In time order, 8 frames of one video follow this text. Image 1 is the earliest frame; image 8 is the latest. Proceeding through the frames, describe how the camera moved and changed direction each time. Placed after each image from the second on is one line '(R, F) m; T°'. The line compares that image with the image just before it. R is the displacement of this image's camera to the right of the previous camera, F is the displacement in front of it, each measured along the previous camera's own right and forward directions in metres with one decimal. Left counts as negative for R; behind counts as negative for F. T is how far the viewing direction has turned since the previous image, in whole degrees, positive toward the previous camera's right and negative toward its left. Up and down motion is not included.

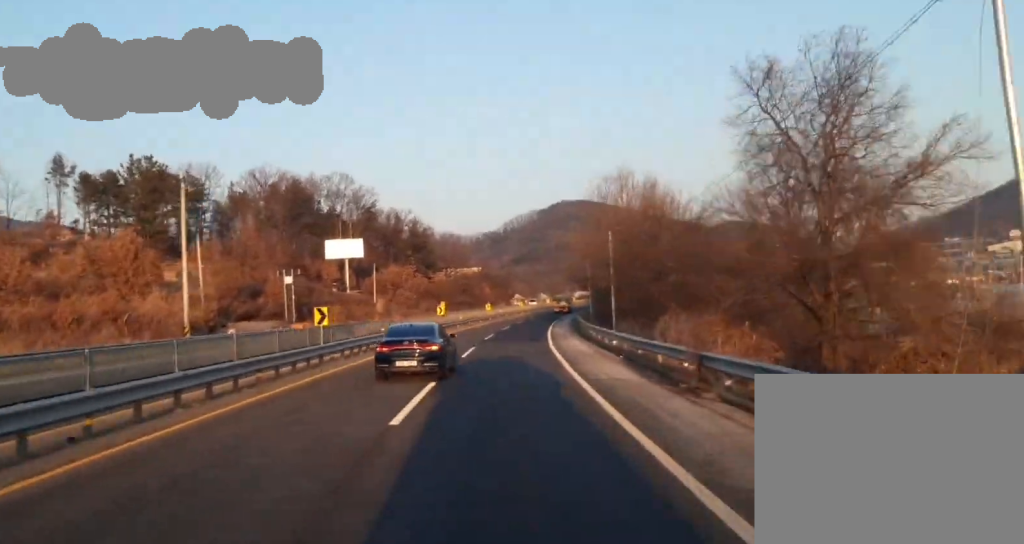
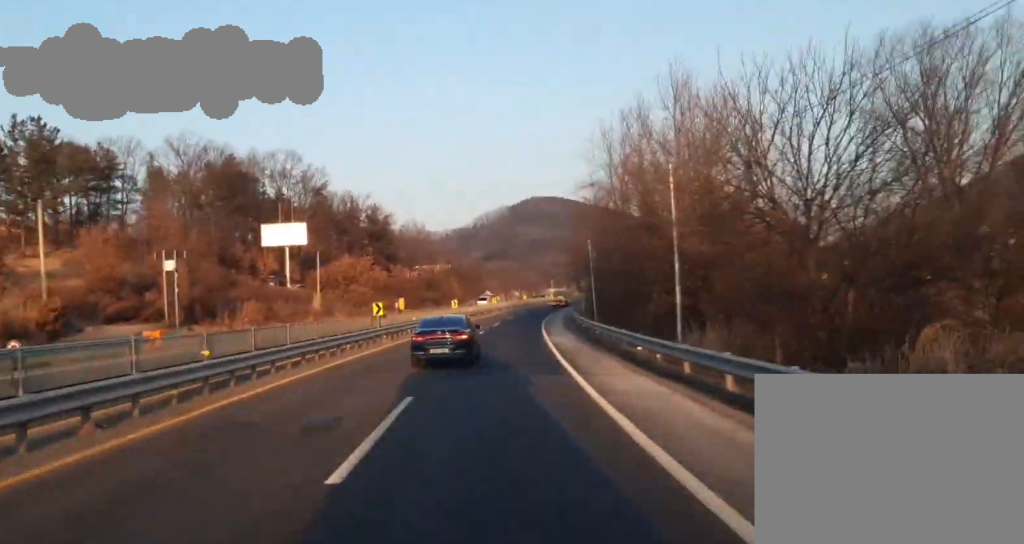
(+0.3, +25.7) m; +2°
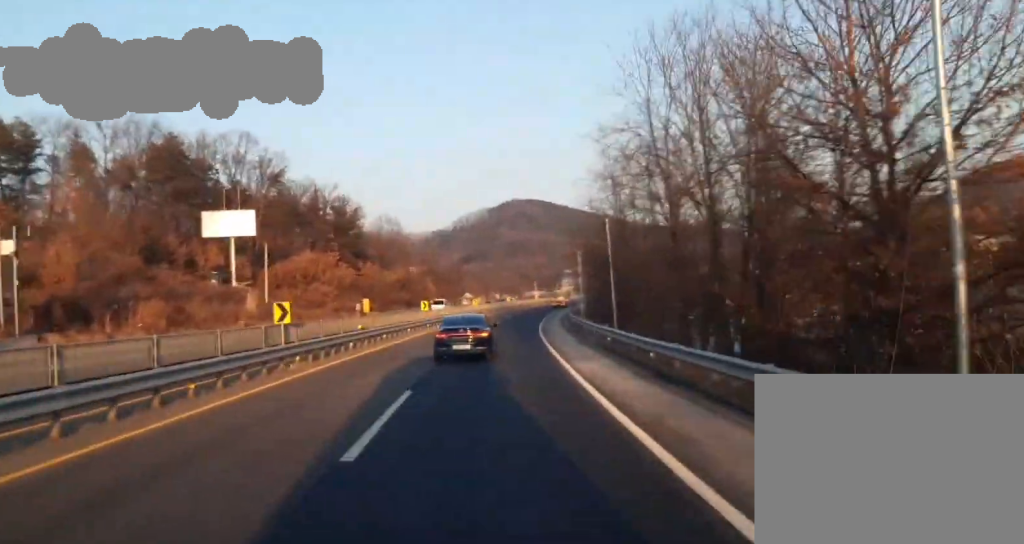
(-0.1, +19.0) m; +1°
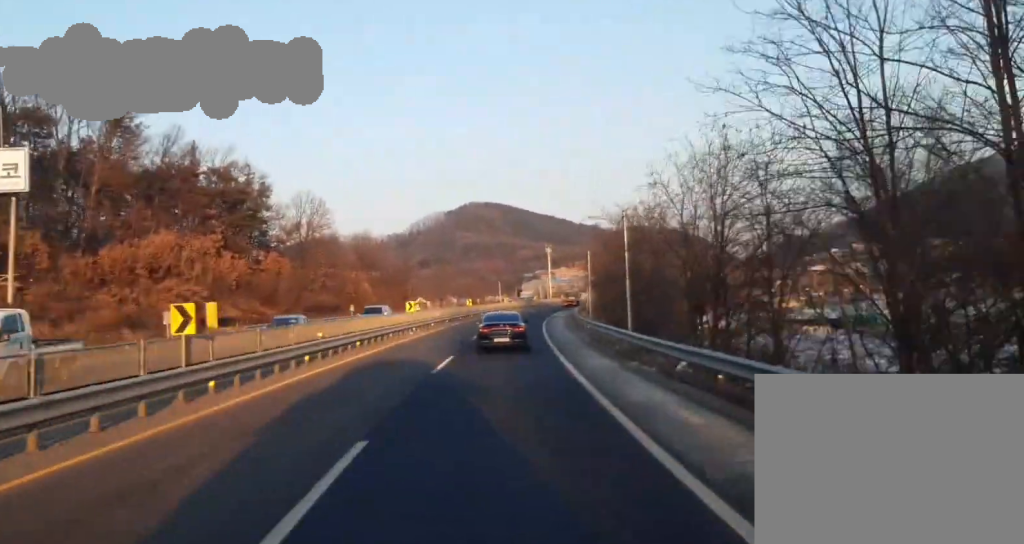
(+1.8, +47.2) m; +3°
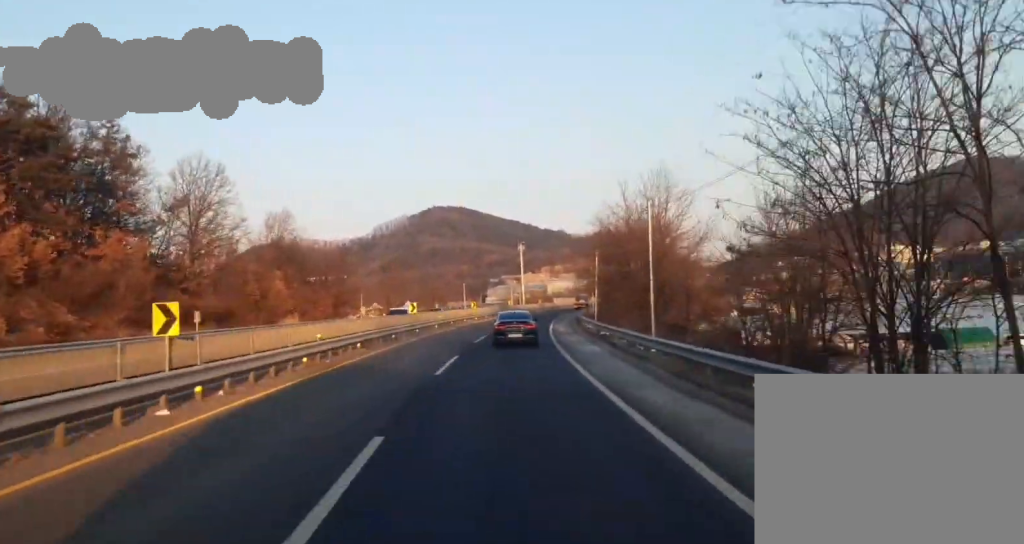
(+0.4, +41.7) m; +1°
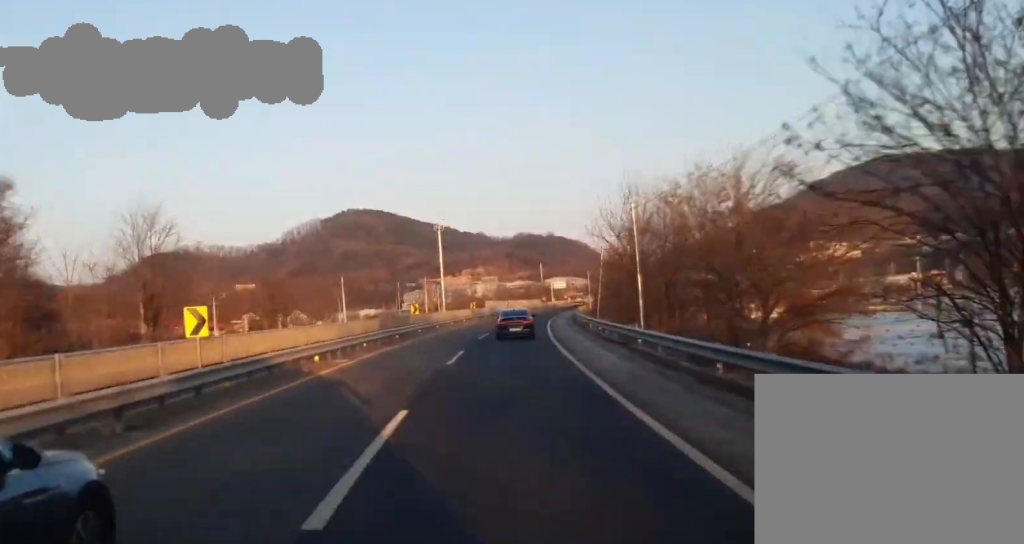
(+2.7, +77.0) m; +5°
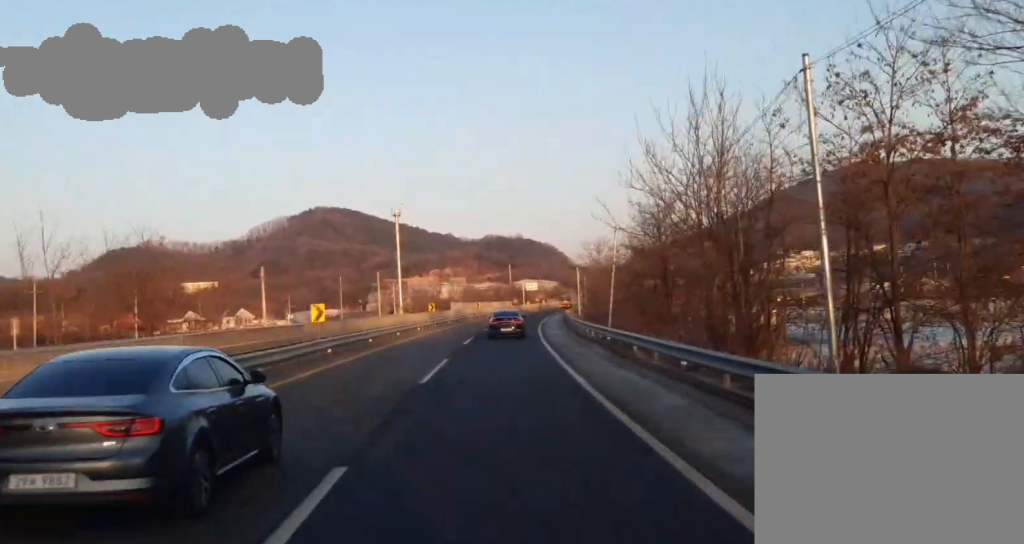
(+0.9, +26.0) m; +2°
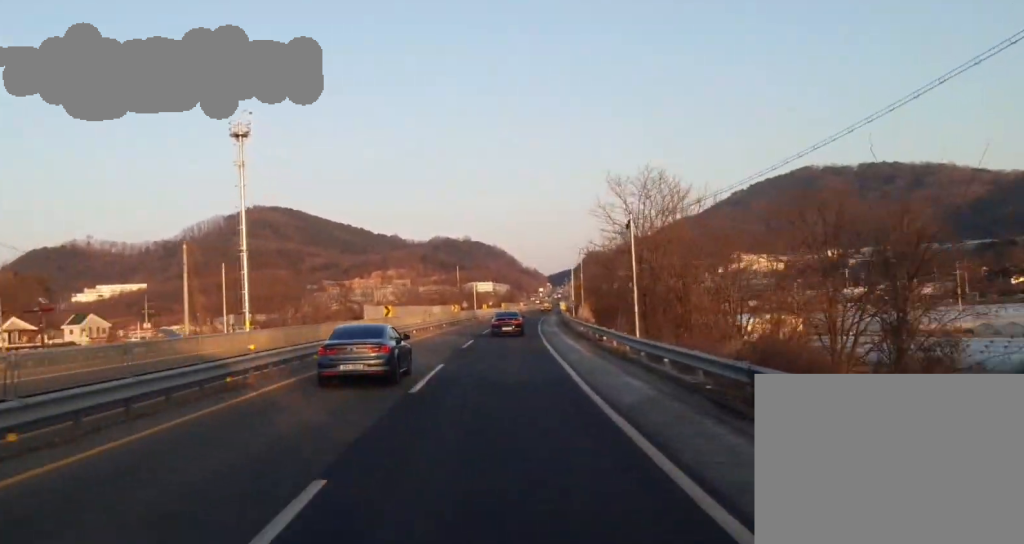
(+1.3, +63.2) m; +3°
